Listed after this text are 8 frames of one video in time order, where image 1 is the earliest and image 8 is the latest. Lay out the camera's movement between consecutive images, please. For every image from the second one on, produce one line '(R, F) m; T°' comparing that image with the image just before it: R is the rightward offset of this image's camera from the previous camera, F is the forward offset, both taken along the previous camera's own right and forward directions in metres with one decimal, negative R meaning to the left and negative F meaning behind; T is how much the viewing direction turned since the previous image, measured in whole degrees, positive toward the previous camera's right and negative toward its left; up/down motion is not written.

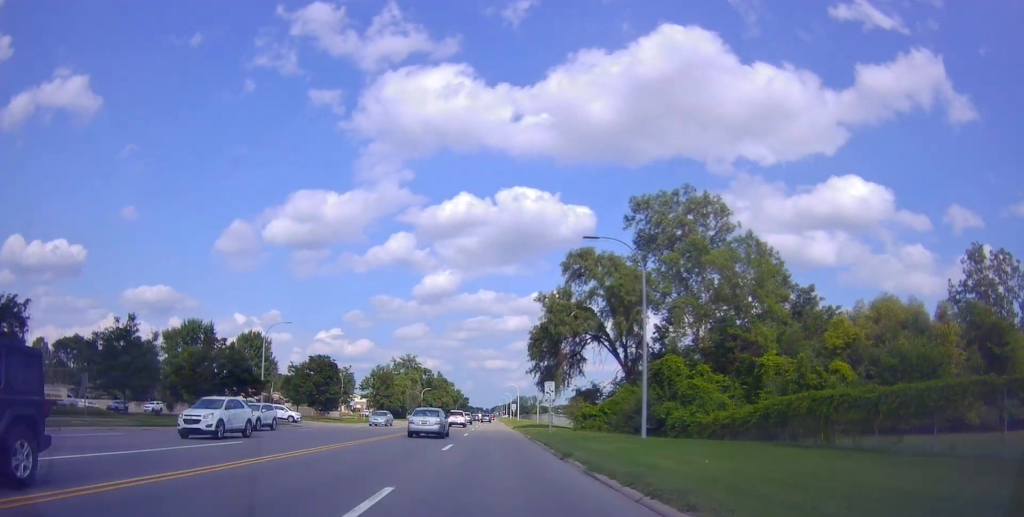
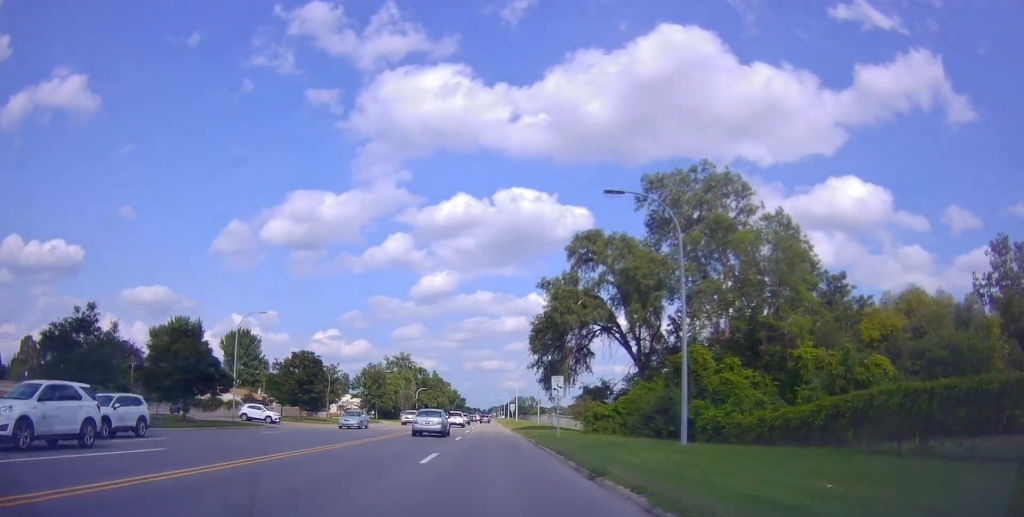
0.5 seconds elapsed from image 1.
(-0.4, +5.1) m; +1°
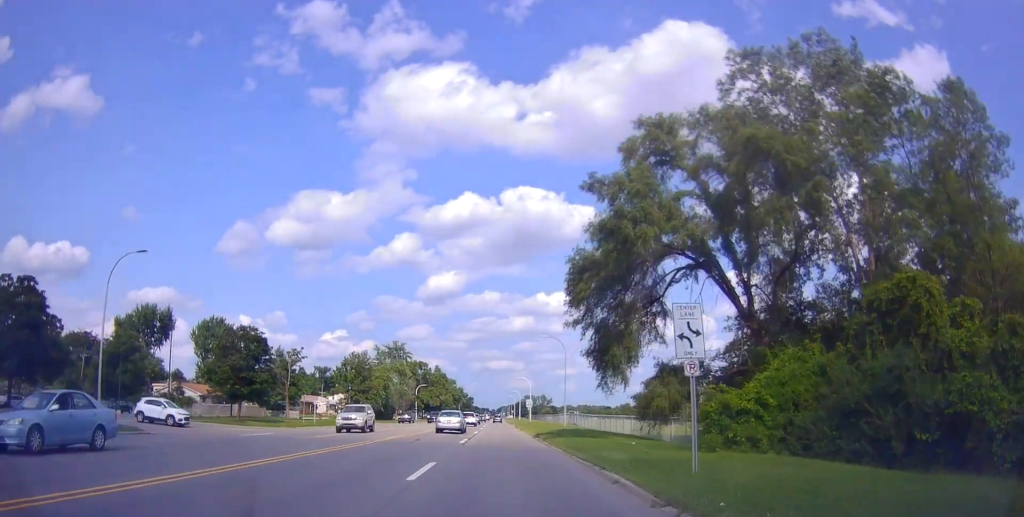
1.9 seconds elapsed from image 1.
(+1.1, +19.1) m; 0°
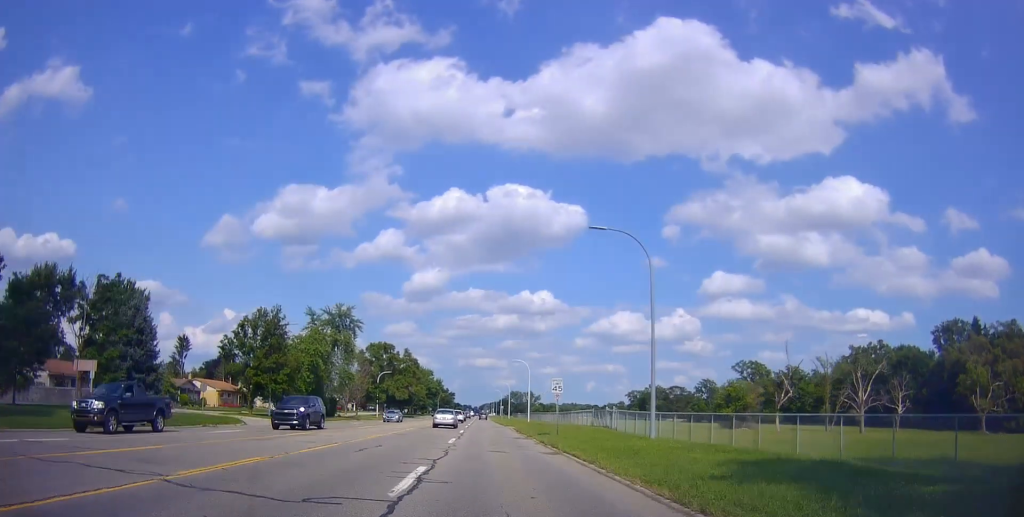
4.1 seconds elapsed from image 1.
(-1.3, +33.8) m; -1°
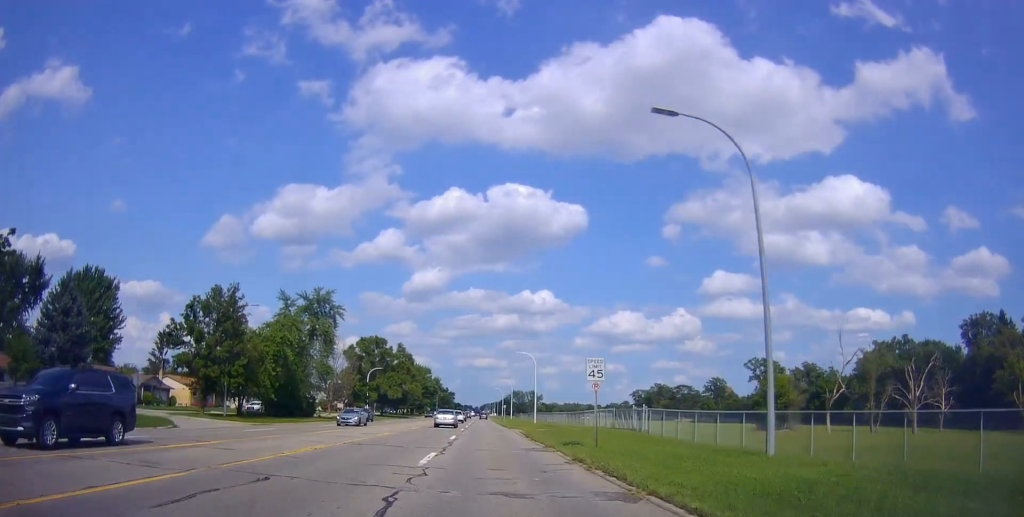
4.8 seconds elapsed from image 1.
(+0.1, +10.8) m; +1°
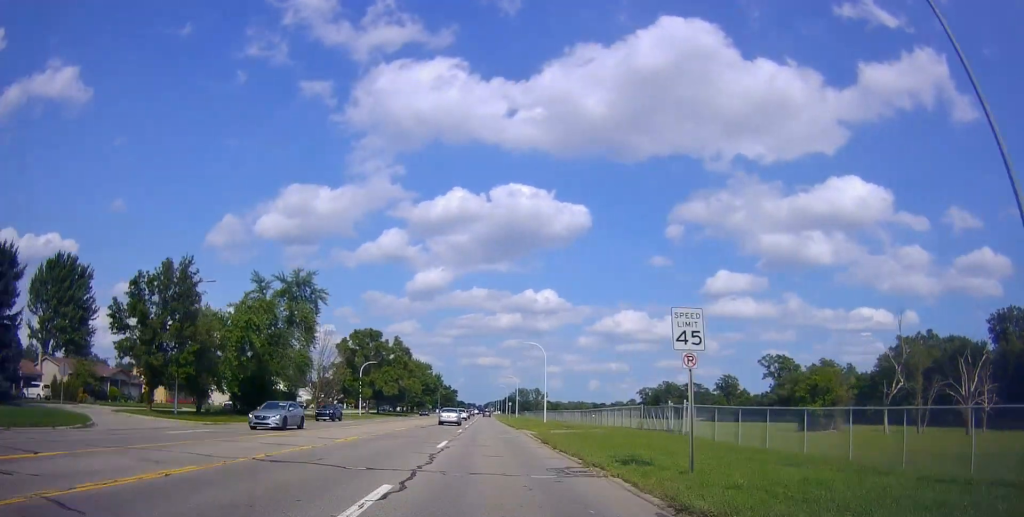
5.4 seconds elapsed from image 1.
(0.0, +9.1) m; 0°
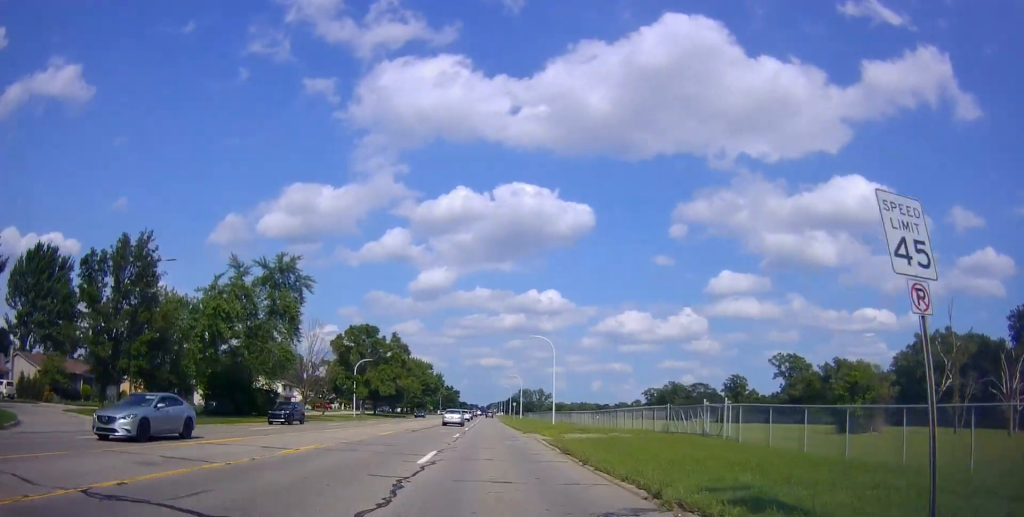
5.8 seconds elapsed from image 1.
(0.0, +6.3) m; 0°
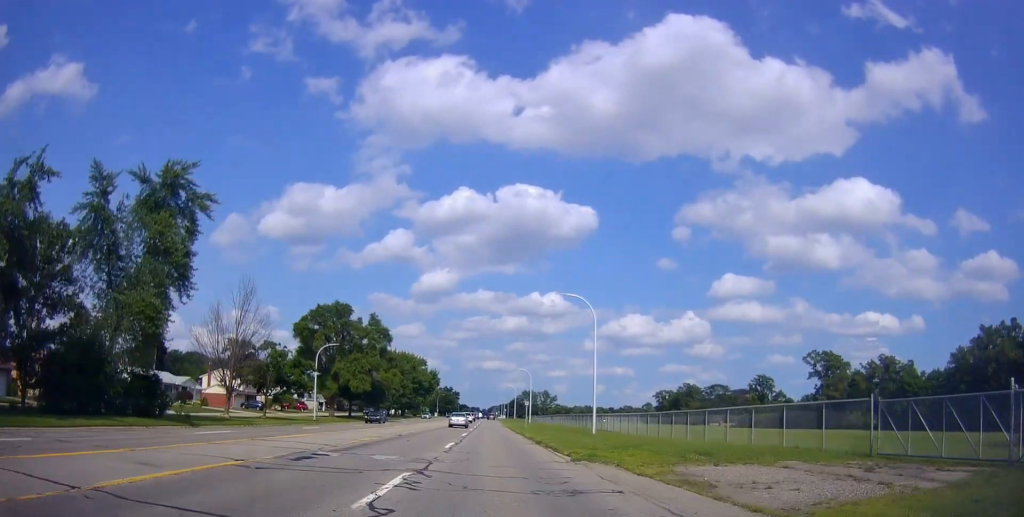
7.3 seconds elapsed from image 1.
(0.0, +23.0) m; 0°
